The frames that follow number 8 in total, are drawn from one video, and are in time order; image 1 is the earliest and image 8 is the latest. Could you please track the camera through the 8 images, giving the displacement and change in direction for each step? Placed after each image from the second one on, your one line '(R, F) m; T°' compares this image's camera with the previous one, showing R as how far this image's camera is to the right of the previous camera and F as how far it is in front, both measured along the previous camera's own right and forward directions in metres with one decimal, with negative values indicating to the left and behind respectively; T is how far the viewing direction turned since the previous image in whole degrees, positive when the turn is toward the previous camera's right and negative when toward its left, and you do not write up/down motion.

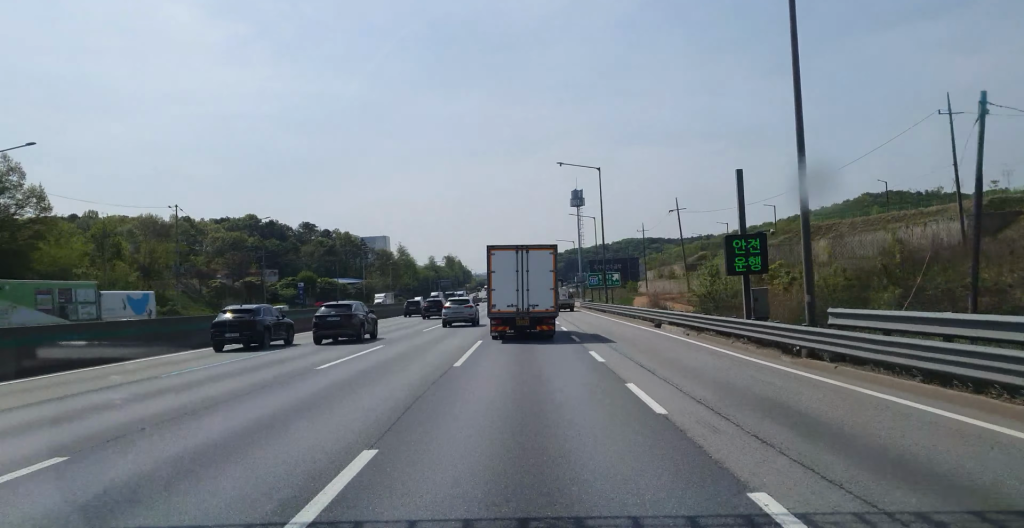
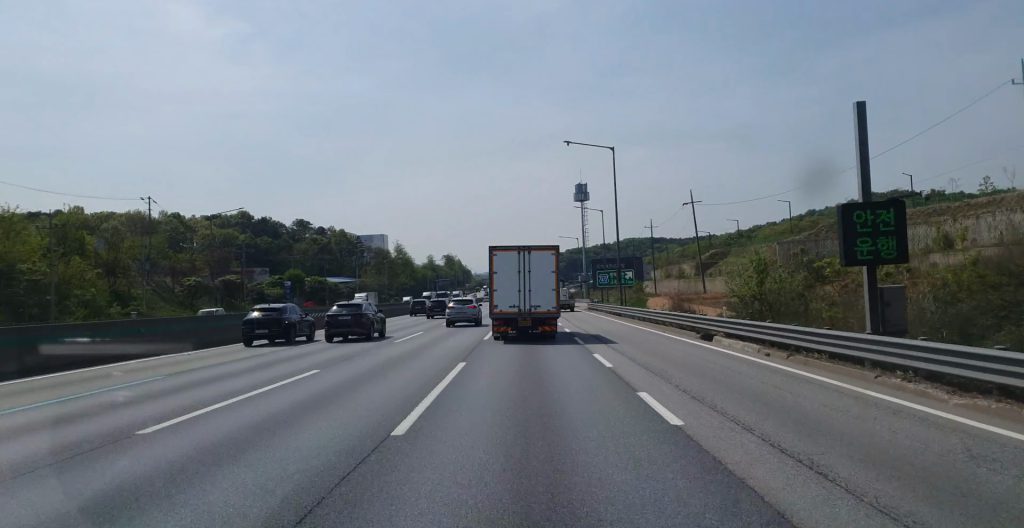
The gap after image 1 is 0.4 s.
(0.0, +9.2) m; -1°
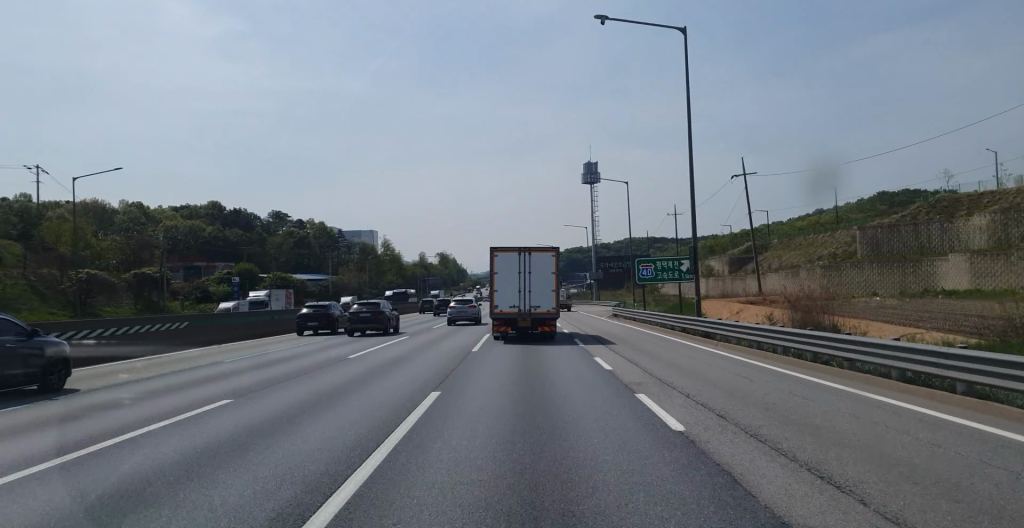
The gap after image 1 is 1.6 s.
(-0.1, +25.2) m; +1°
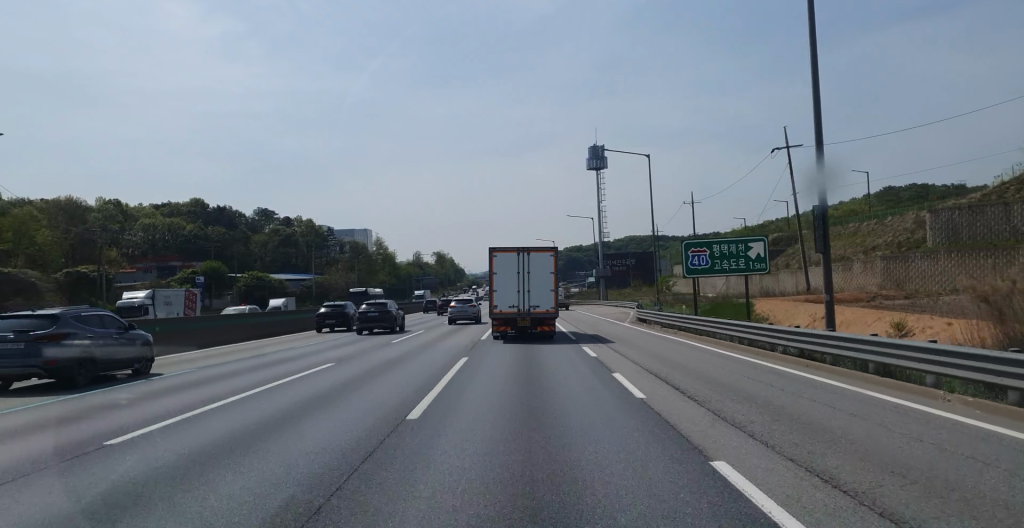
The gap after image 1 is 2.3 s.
(+0.4, +13.3) m; +1°
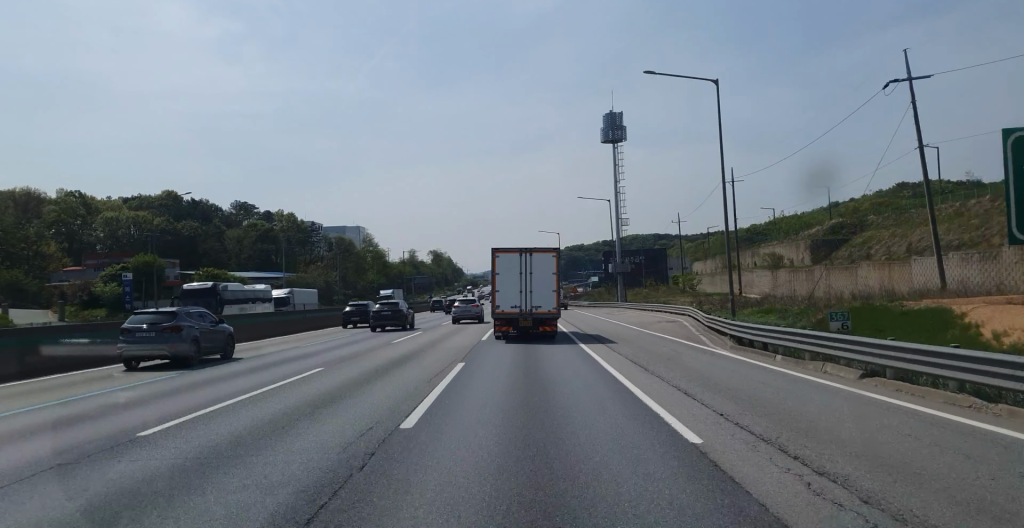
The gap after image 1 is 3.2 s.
(-0.3, +20.6) m; -1°
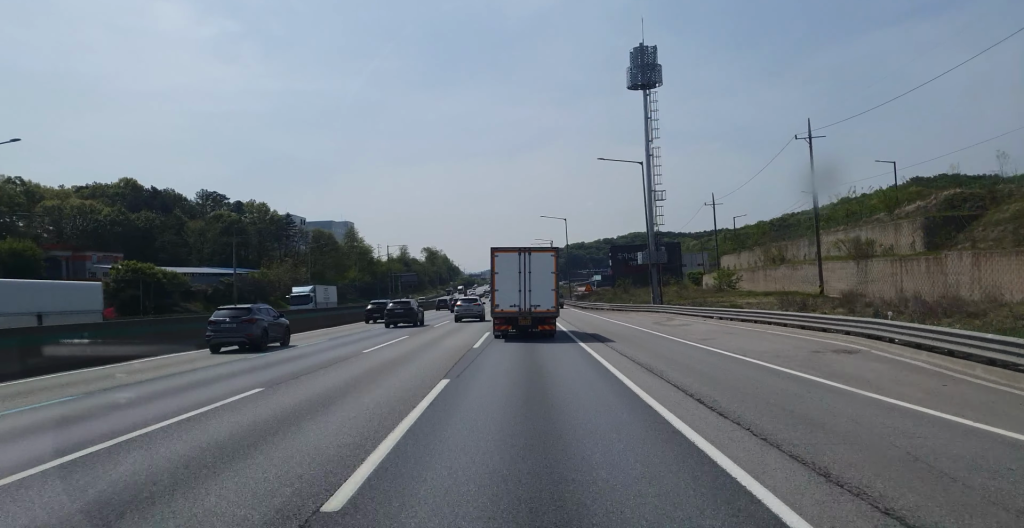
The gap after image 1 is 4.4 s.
(0.0, +24.4) m; 0°
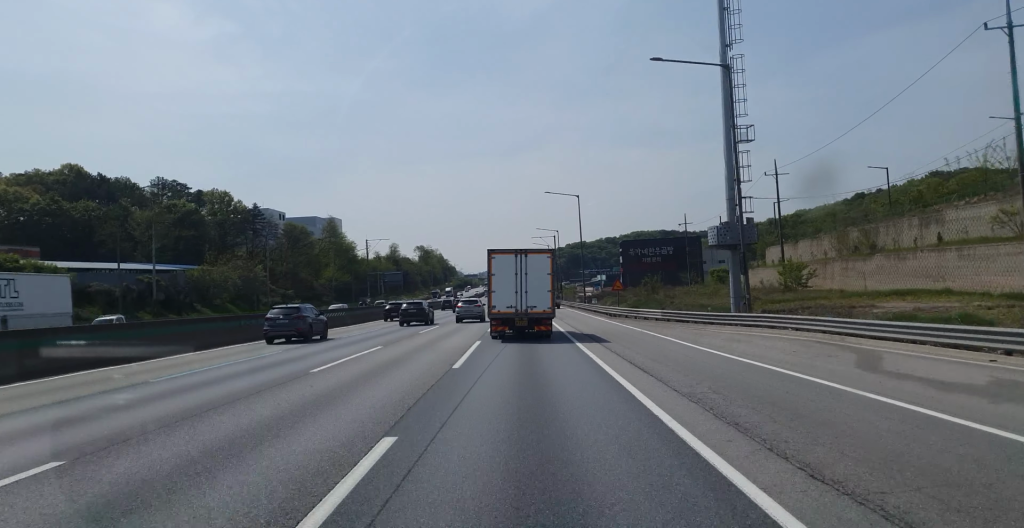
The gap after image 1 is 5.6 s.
(0.0, +26.4) m; 0°
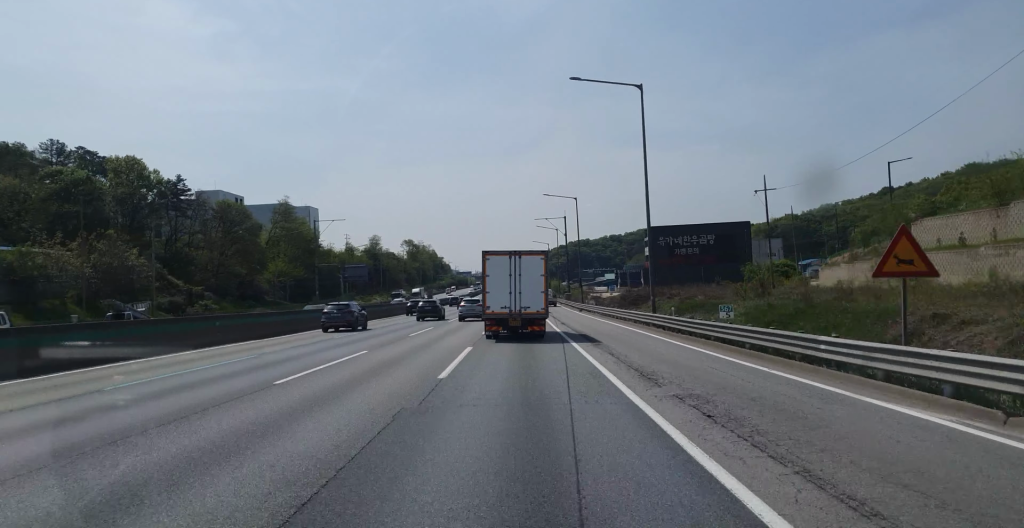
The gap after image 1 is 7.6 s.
(+0.7, +43.1) m; +1°
